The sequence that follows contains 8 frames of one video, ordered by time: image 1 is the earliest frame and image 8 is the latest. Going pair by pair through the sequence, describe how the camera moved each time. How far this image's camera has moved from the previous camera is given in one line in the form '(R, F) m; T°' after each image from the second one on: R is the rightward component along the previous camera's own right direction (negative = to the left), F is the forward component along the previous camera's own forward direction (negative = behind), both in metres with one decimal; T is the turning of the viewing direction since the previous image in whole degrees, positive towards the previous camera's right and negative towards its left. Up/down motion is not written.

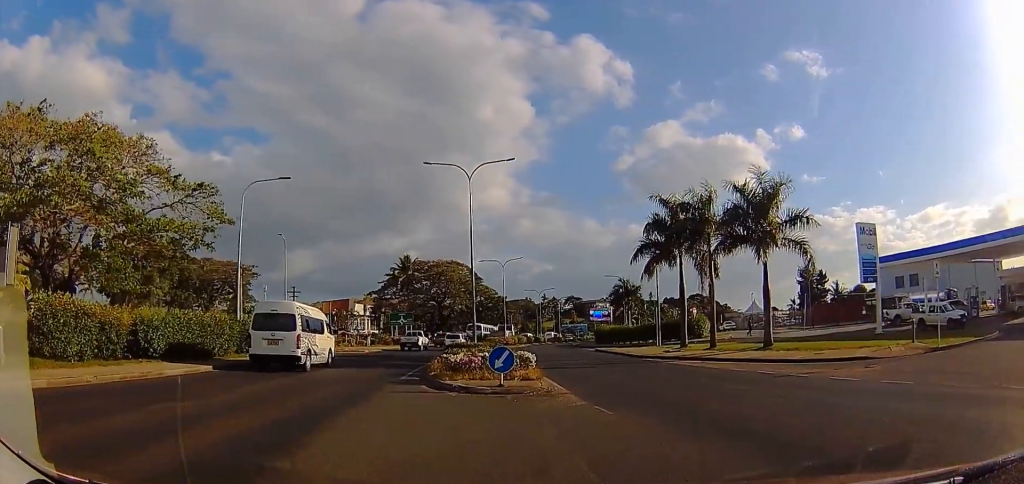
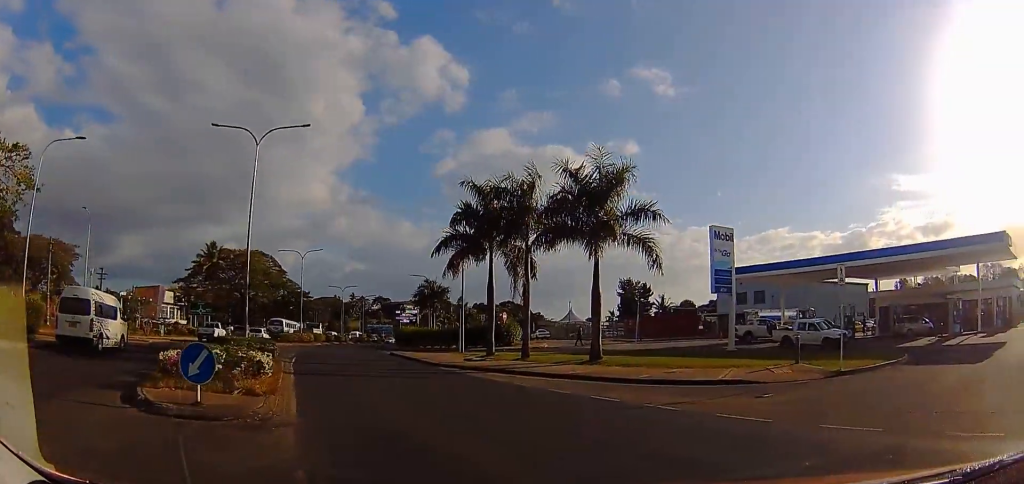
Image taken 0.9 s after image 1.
(+0.8, +4.4) m; +34°
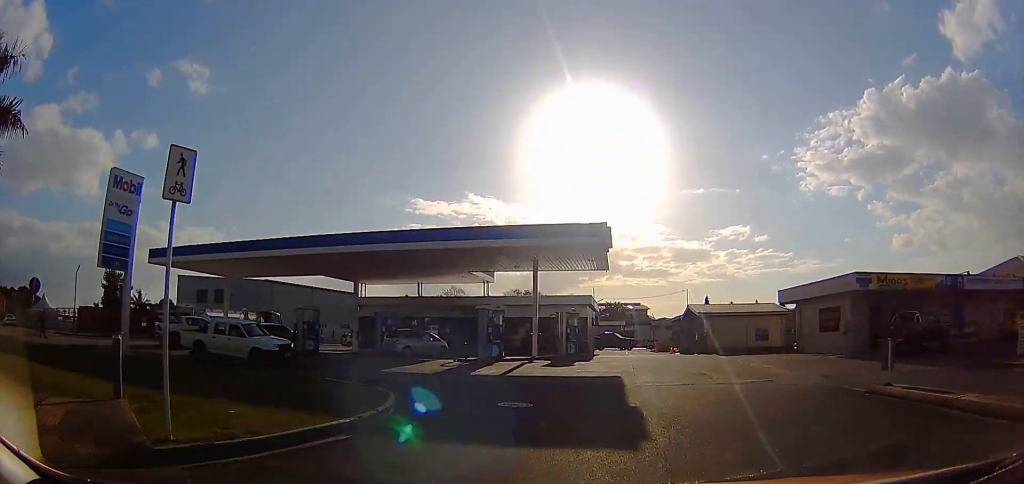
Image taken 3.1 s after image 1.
(+4.9, +9.5) m; +28°
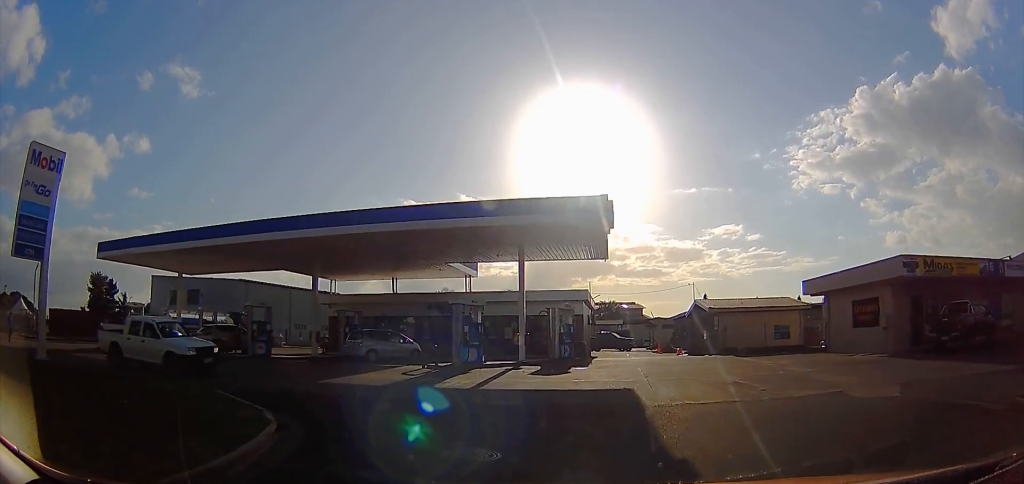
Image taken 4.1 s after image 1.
(0.0, +3.9) m; 0°
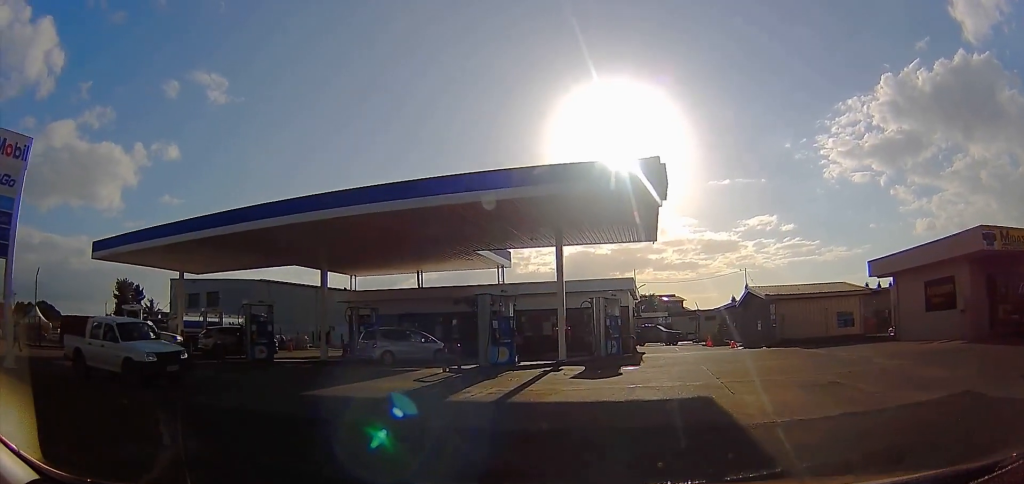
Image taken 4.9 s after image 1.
(0.0, +3.0) m; -1°
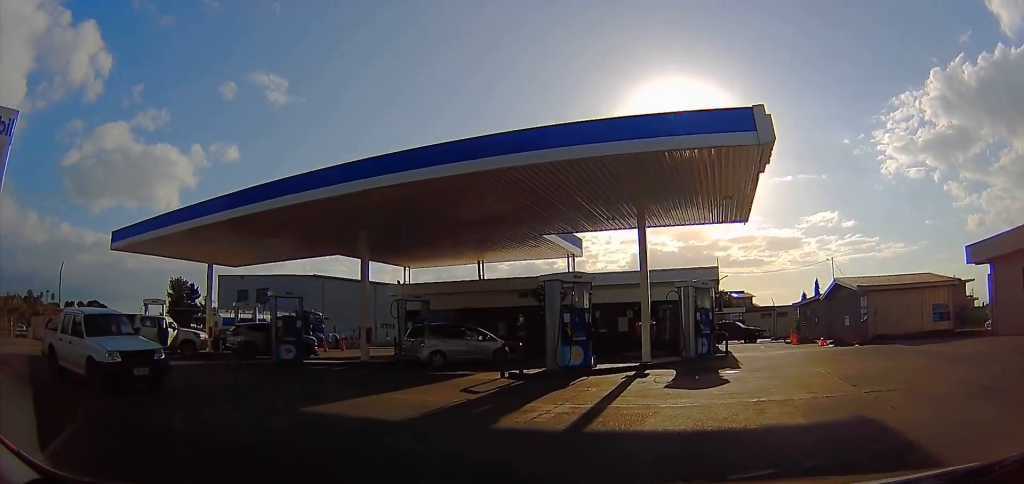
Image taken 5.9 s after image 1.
(-0.1, +3.3) m; -10°
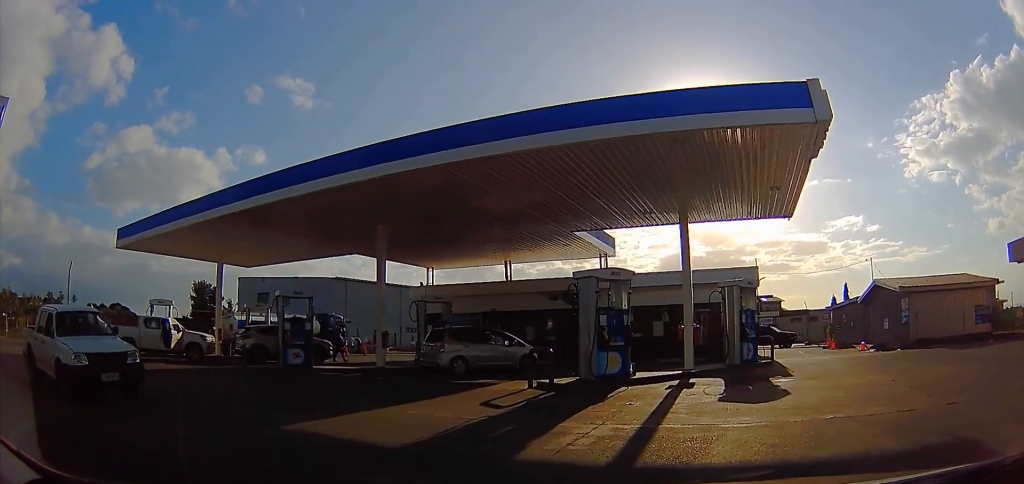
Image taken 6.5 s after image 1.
(+0.1, +1.6) m; -13°
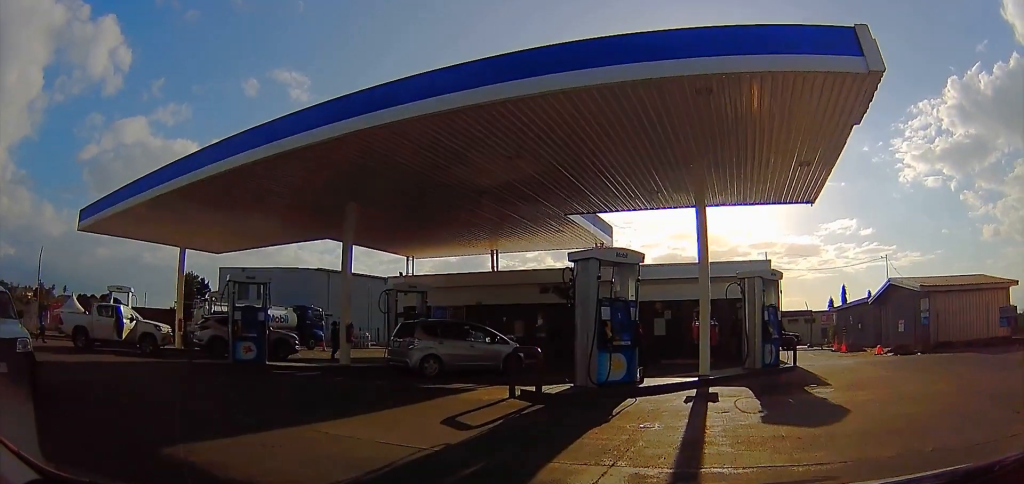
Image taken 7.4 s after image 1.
(-0.8, +2.7) m; -3°
